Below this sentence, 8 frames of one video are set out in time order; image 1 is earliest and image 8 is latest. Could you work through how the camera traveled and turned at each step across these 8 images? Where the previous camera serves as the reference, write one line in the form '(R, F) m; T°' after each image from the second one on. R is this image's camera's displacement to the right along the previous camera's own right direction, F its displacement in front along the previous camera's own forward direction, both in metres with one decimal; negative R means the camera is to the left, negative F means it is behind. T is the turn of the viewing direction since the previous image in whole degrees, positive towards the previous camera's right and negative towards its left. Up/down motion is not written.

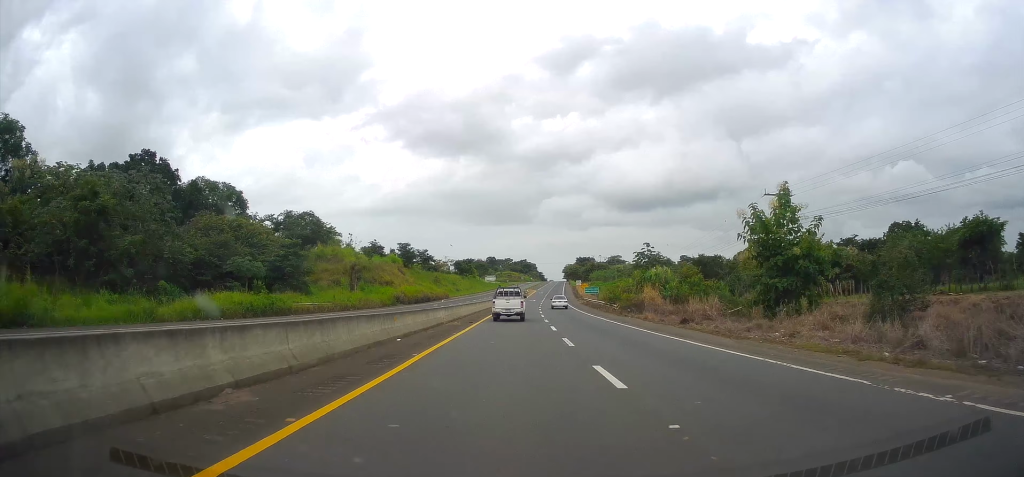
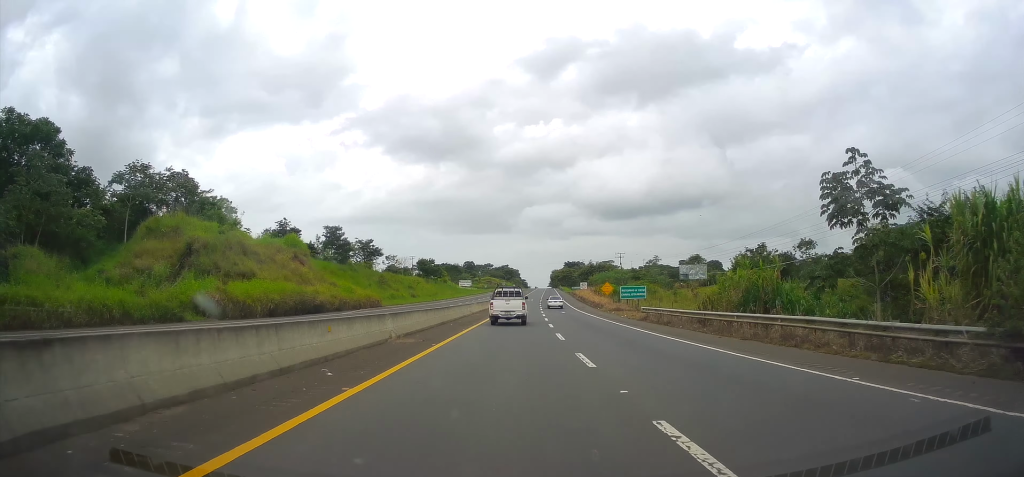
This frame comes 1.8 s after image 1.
(+0.6, +45.6) m; +2°
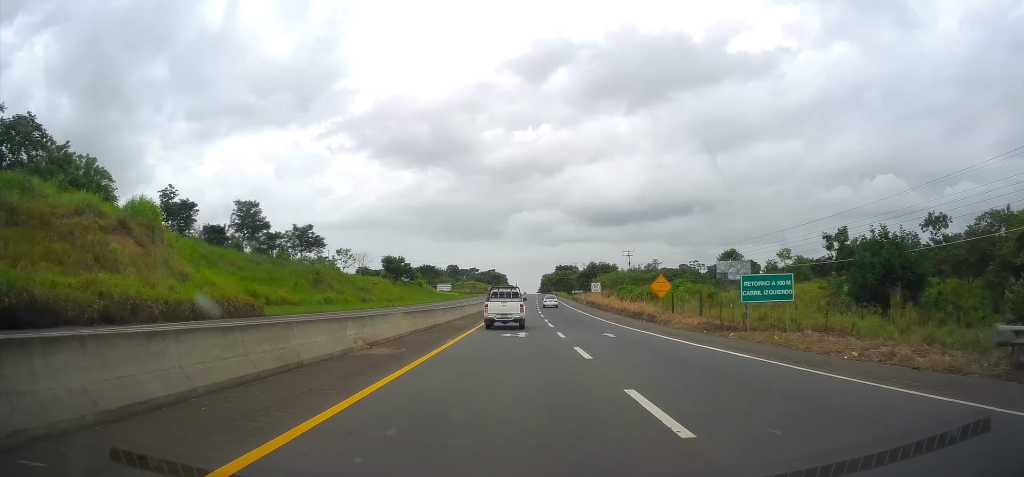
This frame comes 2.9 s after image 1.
(+0.2, +30.7) m; +2°
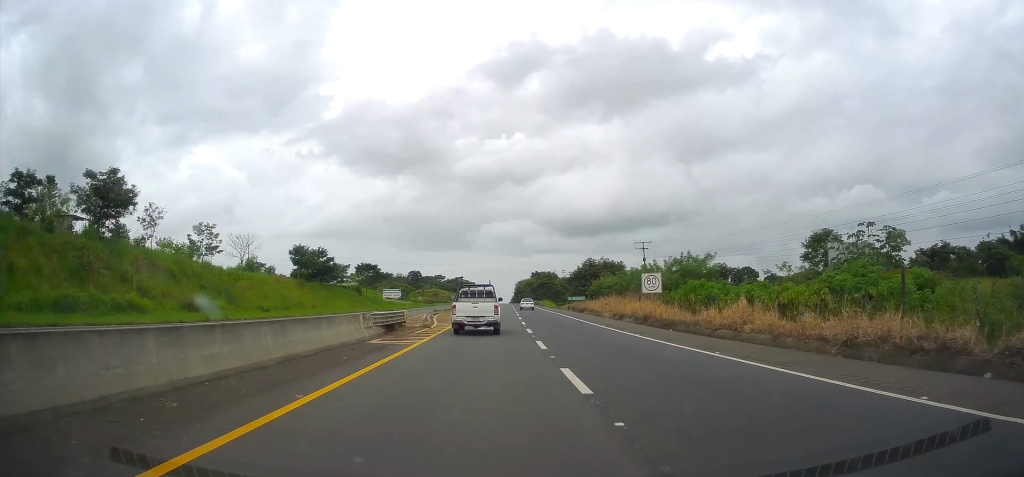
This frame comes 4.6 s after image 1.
(+1.0, +44.0) m; +2°
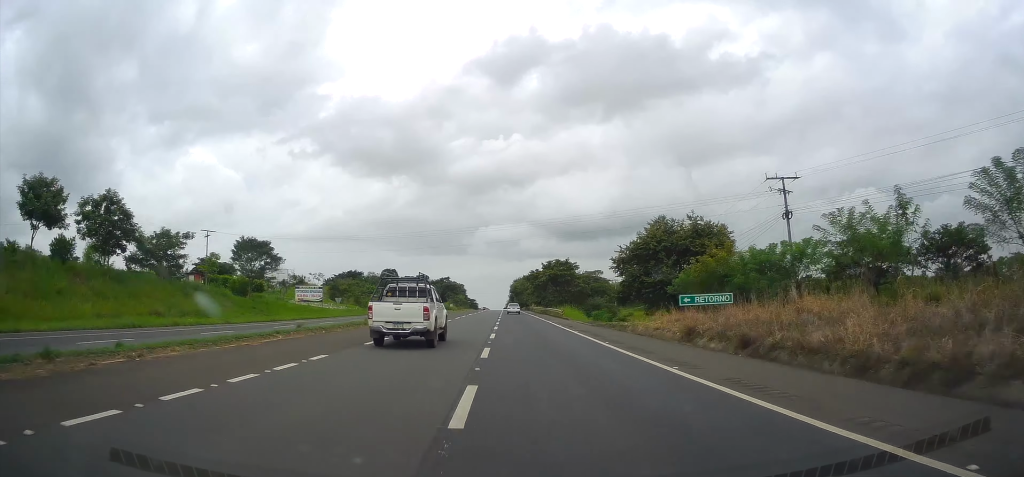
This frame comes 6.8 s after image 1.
(+1.4, +59.3) m; +2°
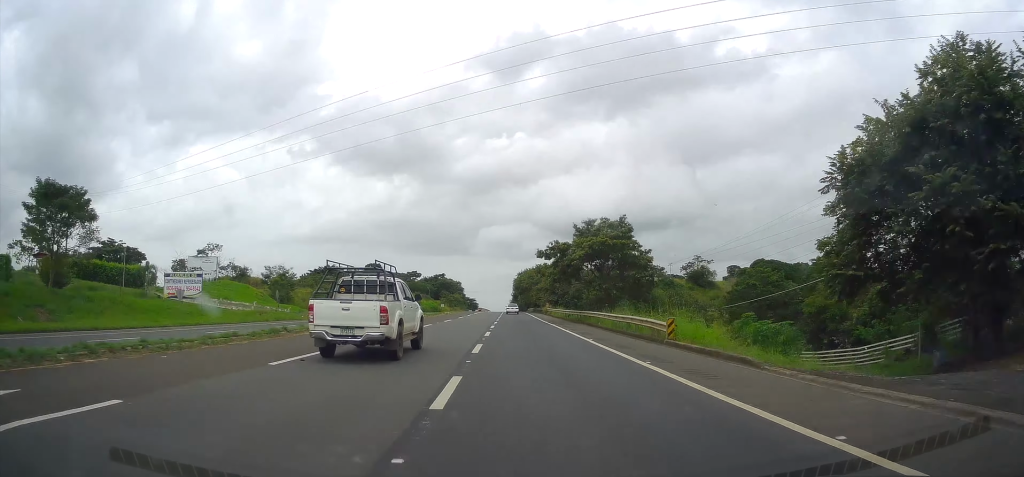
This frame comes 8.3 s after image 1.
(-0.1, +39.2) m; 0°
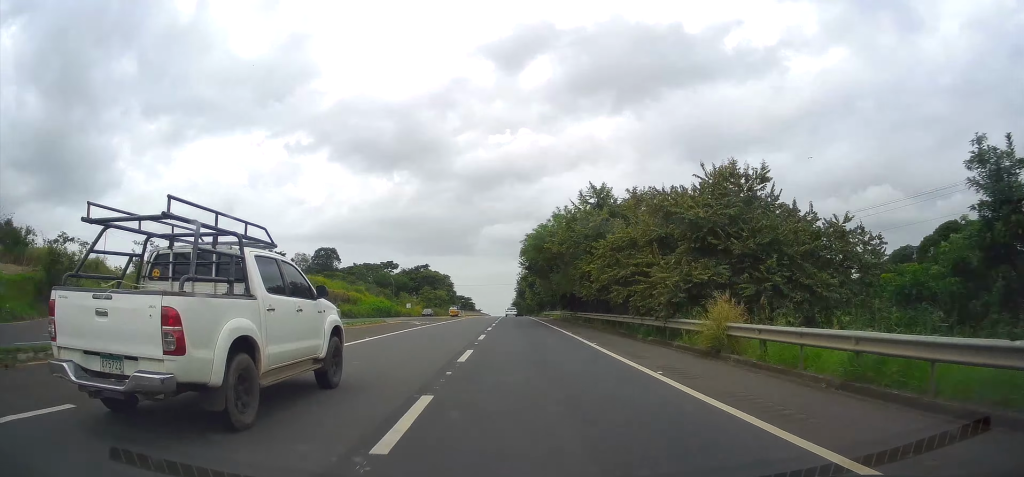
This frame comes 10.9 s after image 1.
(-0.4, +67.1) m; -1°
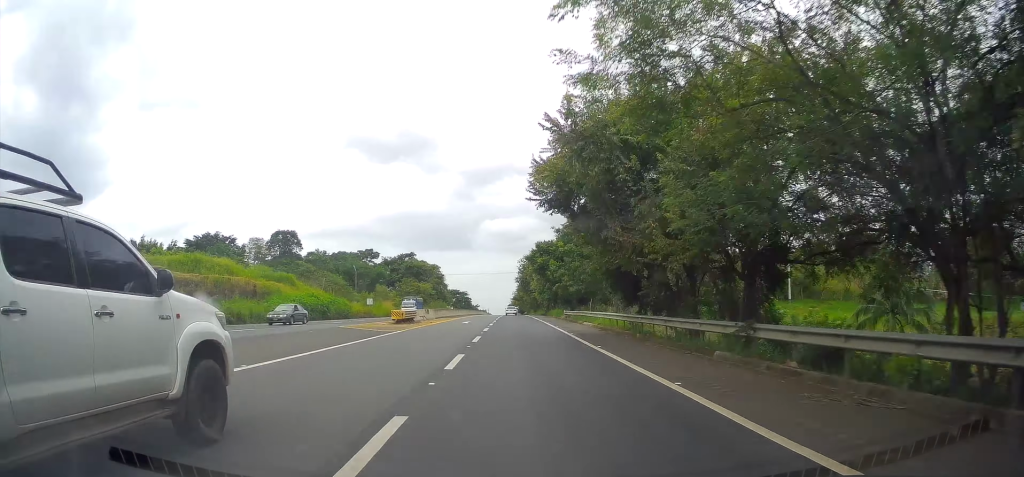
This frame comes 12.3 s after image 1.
(-0.1, +34.2) m; 0°
